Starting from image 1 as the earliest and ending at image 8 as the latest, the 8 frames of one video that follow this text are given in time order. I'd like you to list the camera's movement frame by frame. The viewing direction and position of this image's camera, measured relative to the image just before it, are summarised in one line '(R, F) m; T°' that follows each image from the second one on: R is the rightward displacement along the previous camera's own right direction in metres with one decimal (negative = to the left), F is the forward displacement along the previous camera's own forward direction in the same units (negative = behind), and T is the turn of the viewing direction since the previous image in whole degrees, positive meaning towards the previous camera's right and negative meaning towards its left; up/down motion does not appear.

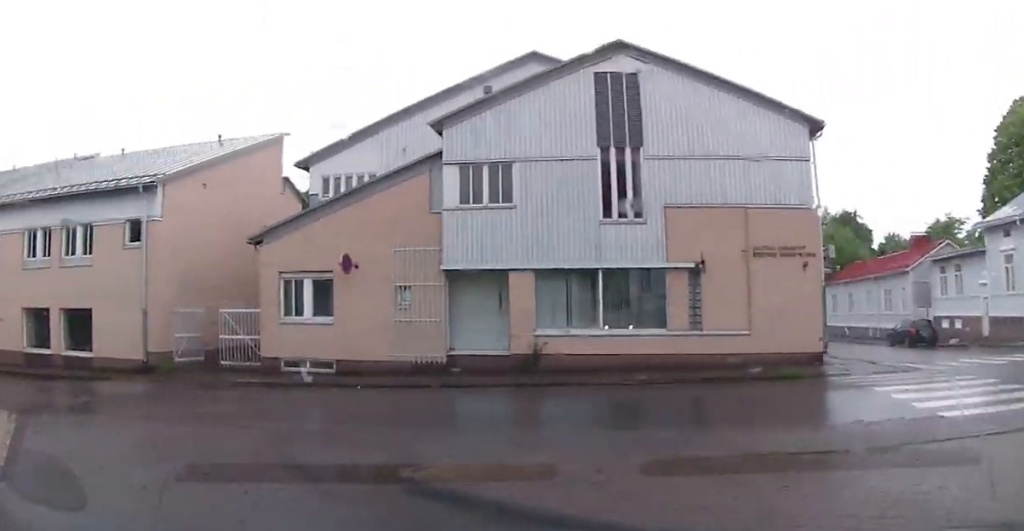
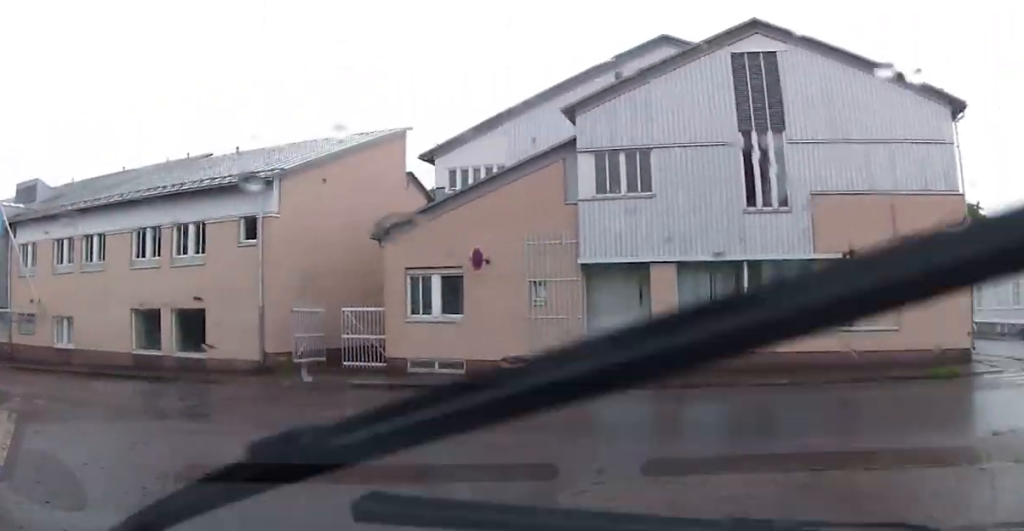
(-0.1, +1.1) m; -12°
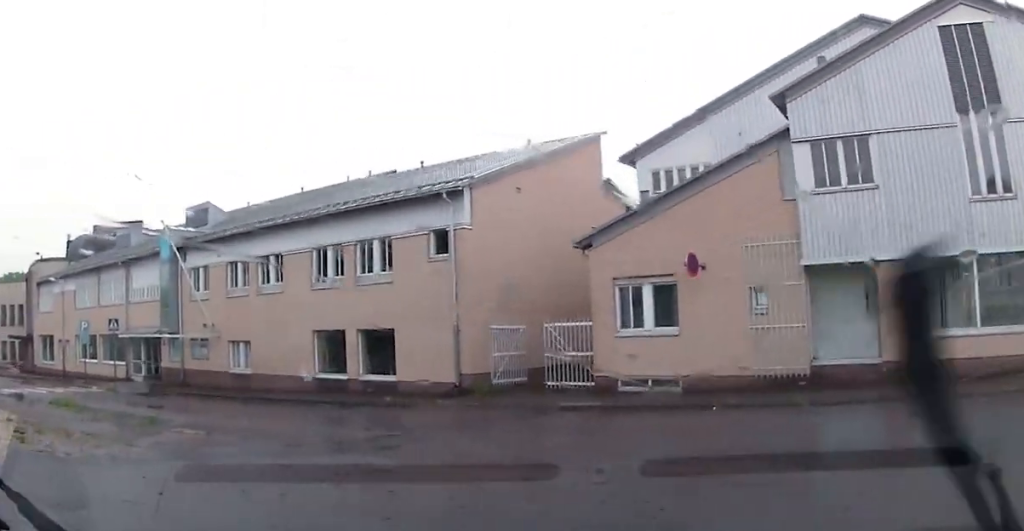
(-0.4, +1.8) m; -20°
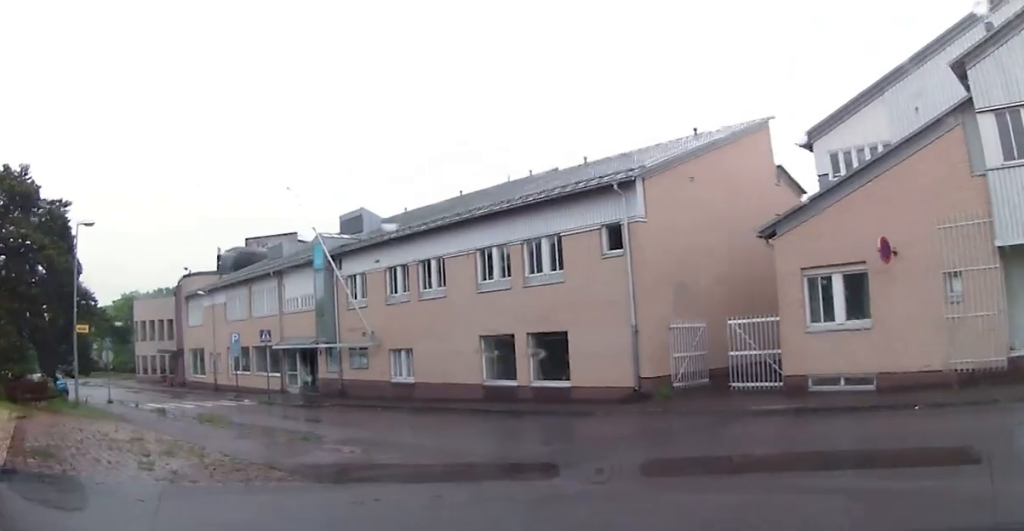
(-0.2, +1.6) m; -16°
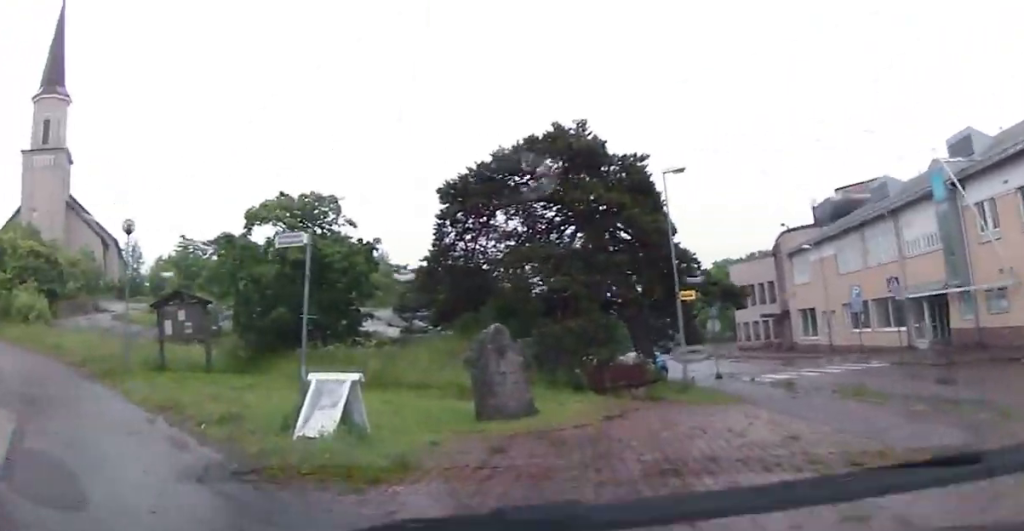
(-1.7, +4.7) m; -37°
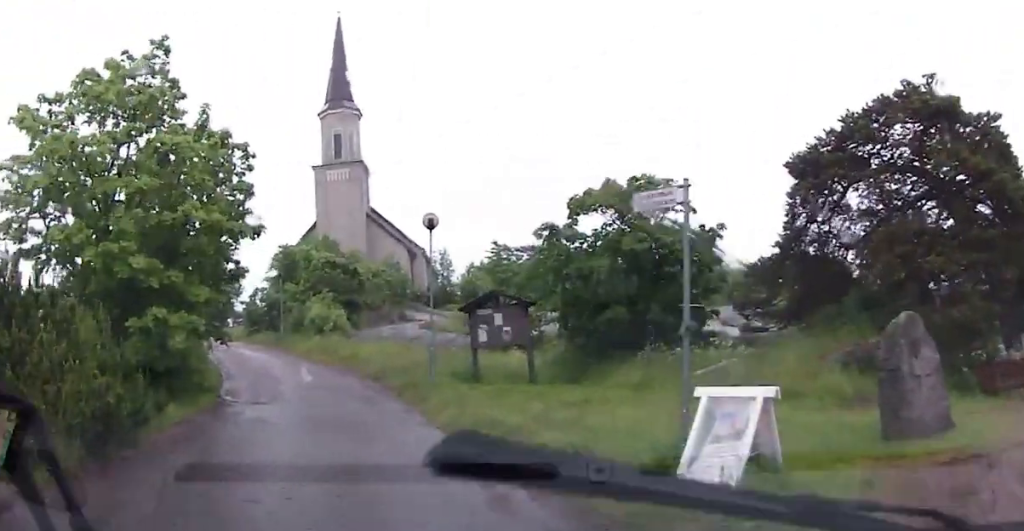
(-0.6, +3.1) m; -18°
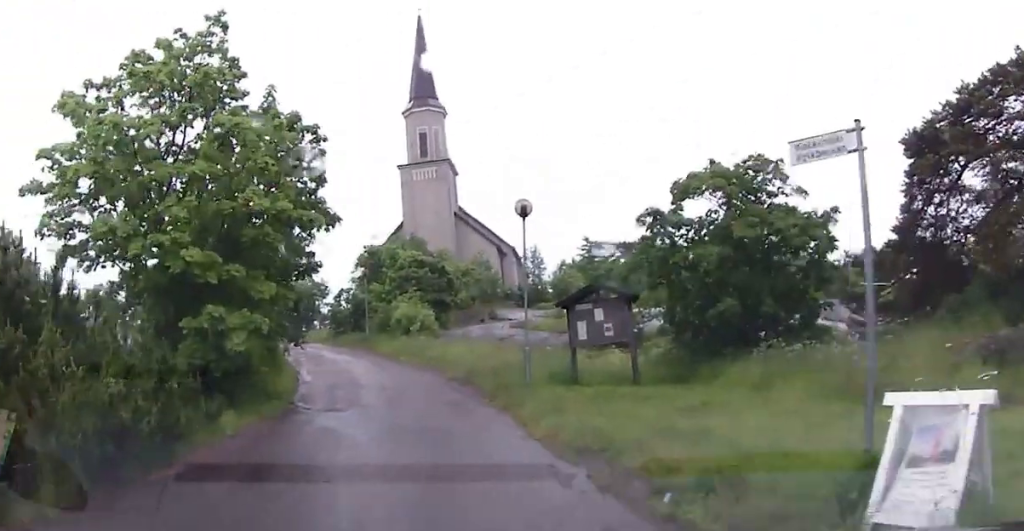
(-0.1, +1.6) m; -7°
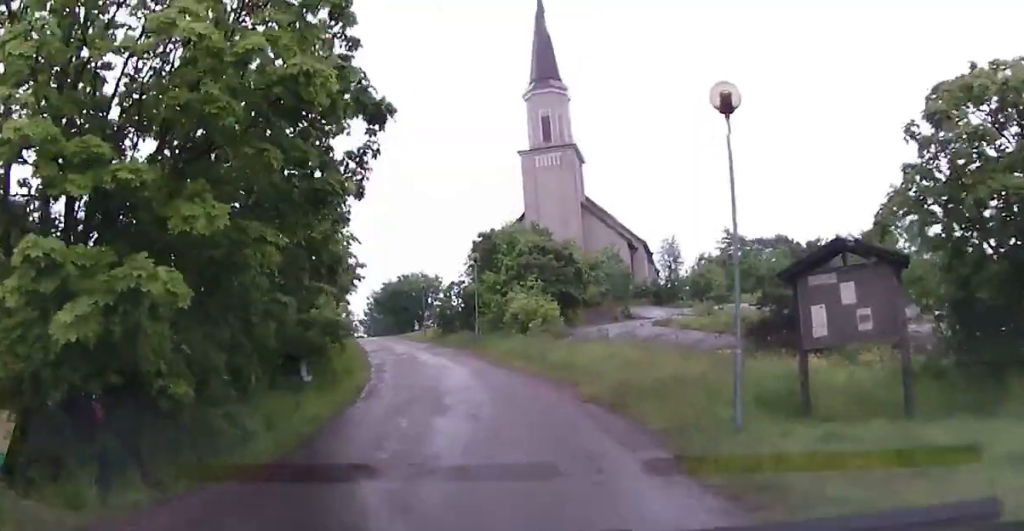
(-0.6, +7.8) m; -6°
